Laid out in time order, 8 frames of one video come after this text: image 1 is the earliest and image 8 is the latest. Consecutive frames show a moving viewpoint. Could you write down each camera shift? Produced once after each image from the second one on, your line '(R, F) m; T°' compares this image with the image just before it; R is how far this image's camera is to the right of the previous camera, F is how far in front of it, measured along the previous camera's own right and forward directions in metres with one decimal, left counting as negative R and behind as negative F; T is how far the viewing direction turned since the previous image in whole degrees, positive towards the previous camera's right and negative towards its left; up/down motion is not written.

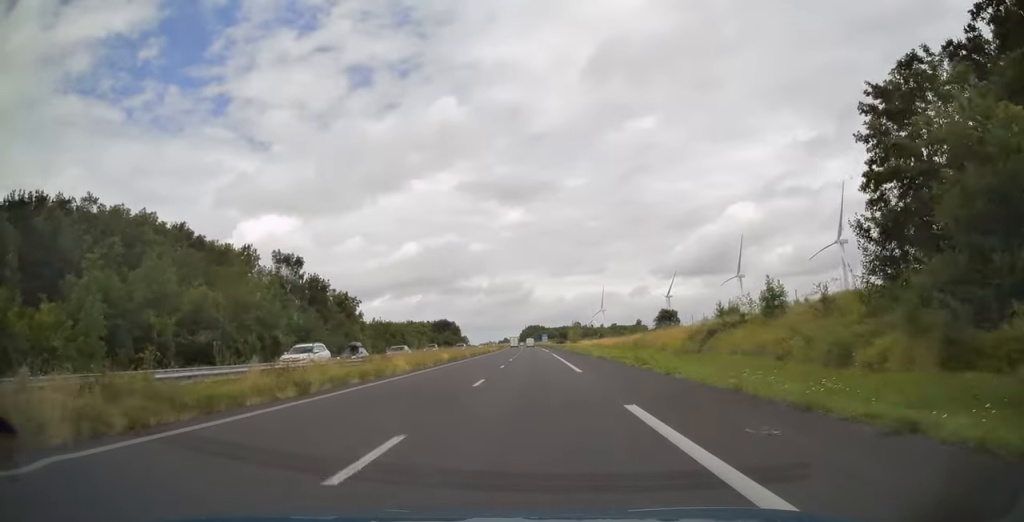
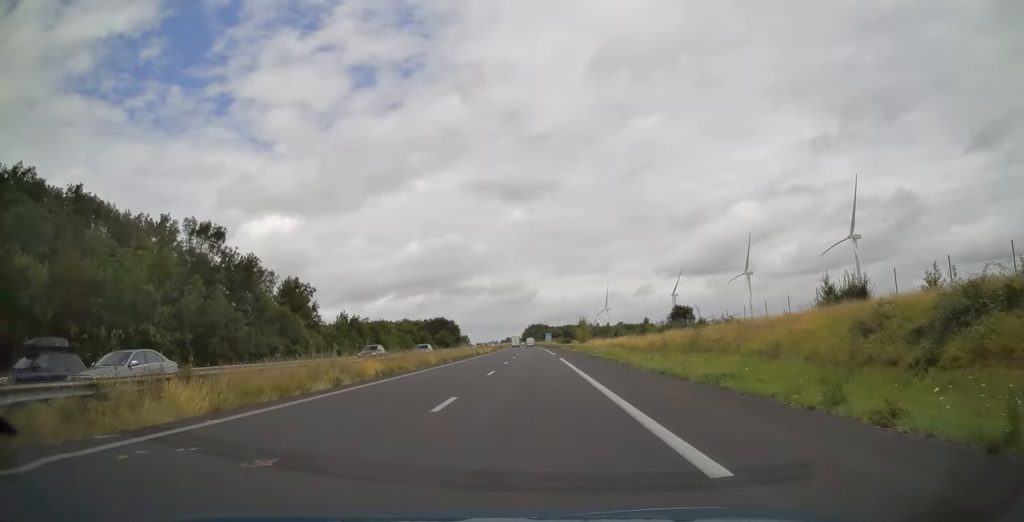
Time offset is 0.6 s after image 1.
(-0.1, +19.8) m; 0°
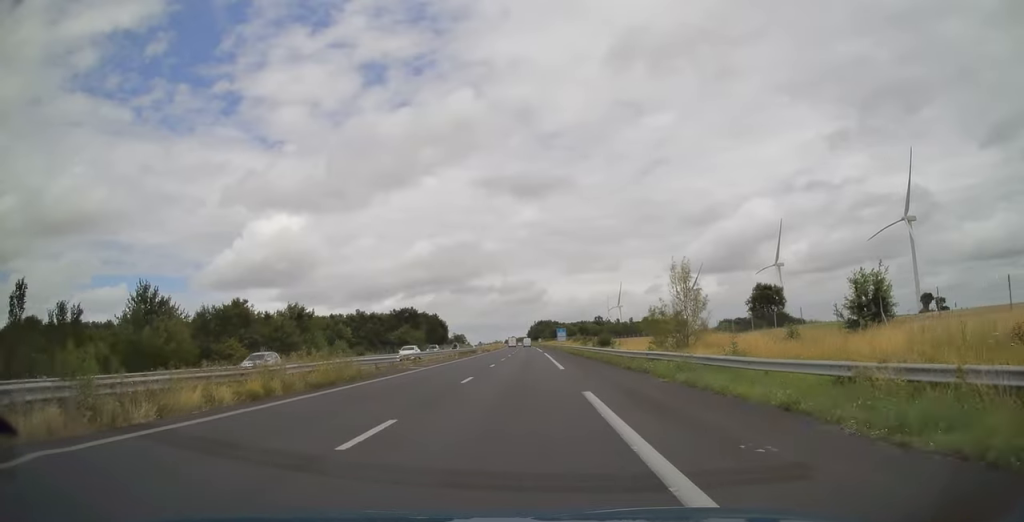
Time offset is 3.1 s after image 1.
(-0.4, +81.5) m; -1°
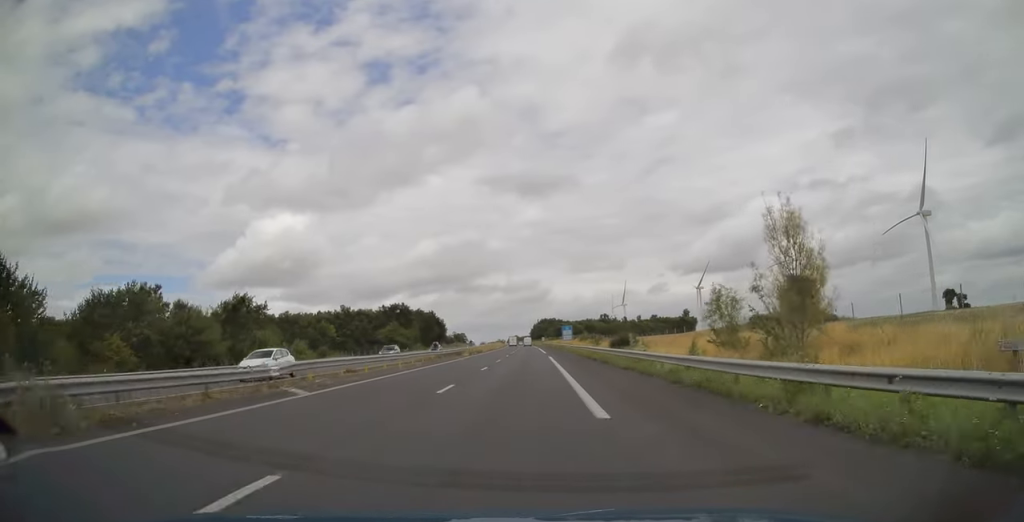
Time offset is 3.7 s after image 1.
(0.0, +17.7) m; 0°
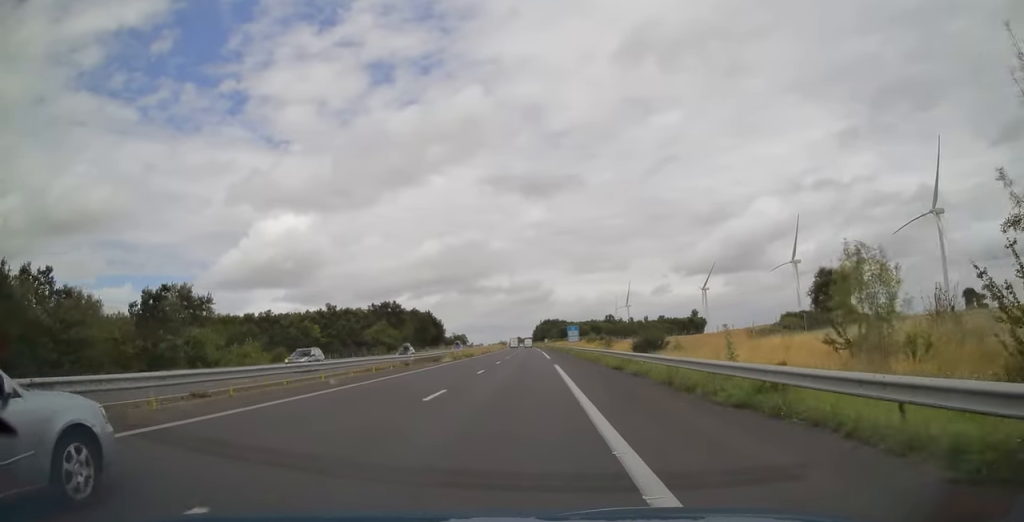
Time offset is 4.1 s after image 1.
(-0.1, +14.5) m; 0°
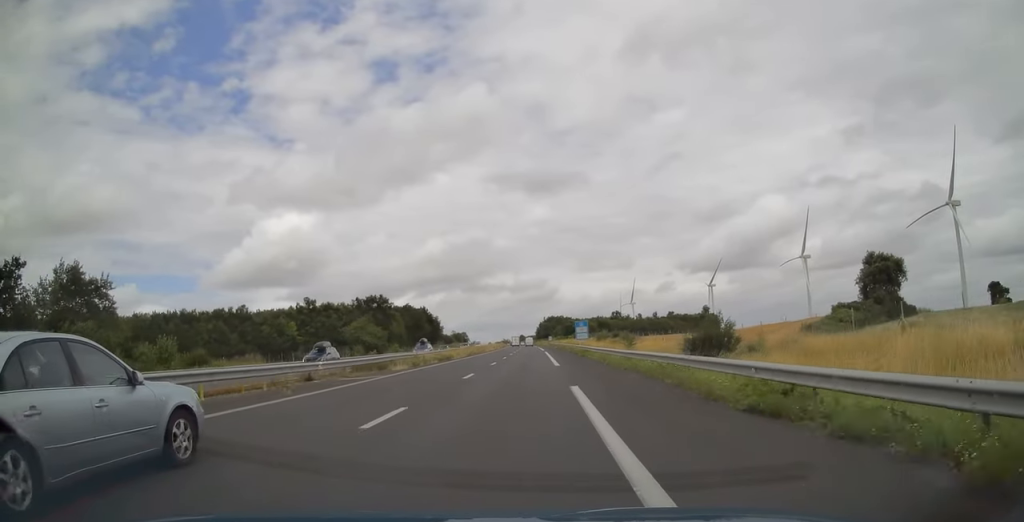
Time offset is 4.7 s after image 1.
(0.0, +17.7) m; 0°
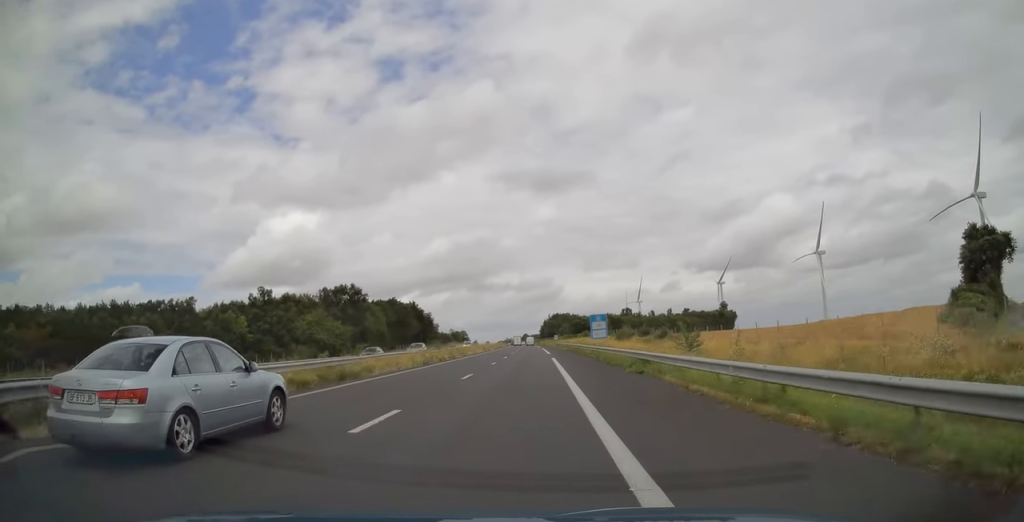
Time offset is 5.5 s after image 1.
(0.0, +26.8) m; 0°
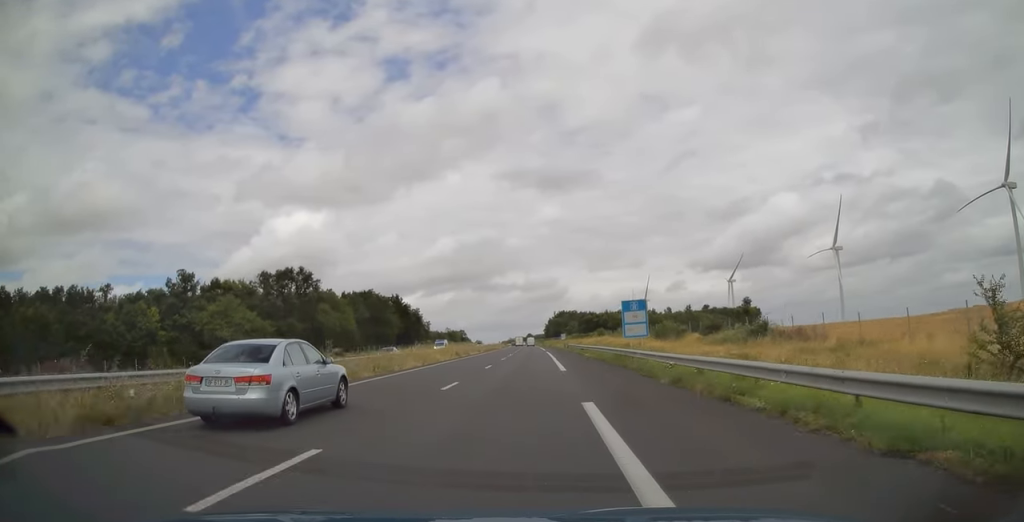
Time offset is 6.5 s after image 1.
(-0.2, +30.5) m; 0°
